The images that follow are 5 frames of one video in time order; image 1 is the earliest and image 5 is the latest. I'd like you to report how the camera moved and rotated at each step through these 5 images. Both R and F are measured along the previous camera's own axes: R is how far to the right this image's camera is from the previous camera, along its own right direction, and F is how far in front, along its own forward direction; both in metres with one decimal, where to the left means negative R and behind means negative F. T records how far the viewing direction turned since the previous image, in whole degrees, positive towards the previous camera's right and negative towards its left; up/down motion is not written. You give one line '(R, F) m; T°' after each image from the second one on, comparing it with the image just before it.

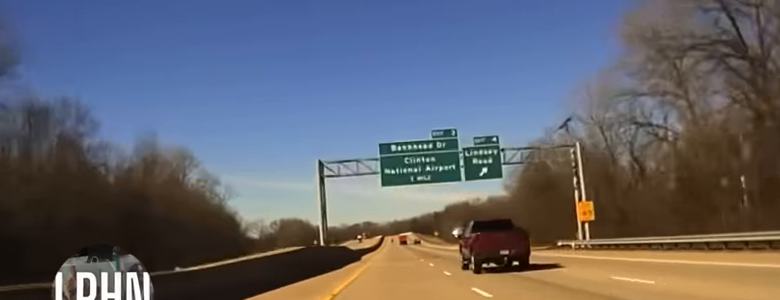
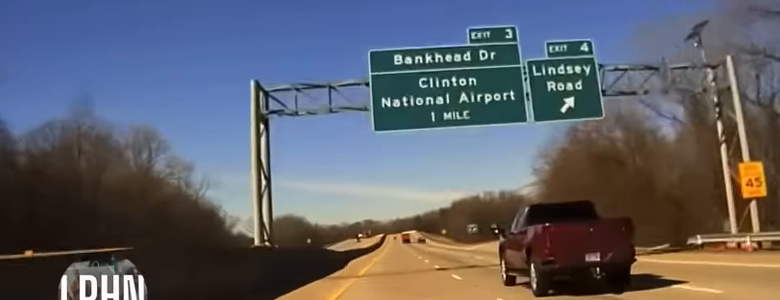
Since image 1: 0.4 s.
(+0.3, +30.9) m; +1°
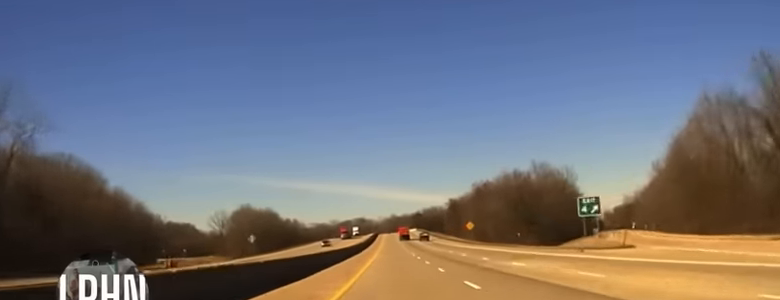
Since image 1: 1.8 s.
(+0.1, +83.3) m; 0°
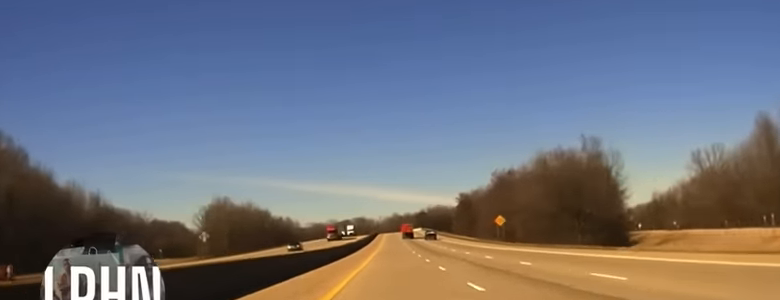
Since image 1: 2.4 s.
(0.0, +35.3) m; 0°
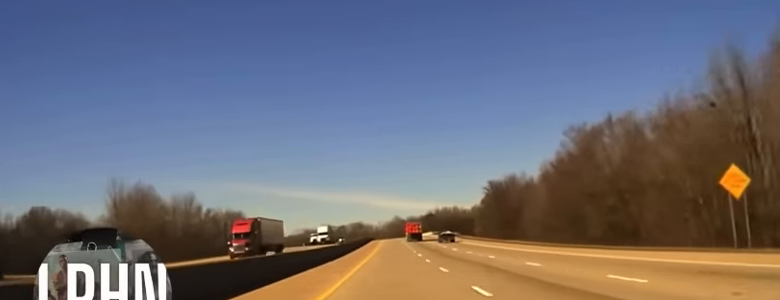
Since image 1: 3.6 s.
(-0.1, +70.6) m; 0°
